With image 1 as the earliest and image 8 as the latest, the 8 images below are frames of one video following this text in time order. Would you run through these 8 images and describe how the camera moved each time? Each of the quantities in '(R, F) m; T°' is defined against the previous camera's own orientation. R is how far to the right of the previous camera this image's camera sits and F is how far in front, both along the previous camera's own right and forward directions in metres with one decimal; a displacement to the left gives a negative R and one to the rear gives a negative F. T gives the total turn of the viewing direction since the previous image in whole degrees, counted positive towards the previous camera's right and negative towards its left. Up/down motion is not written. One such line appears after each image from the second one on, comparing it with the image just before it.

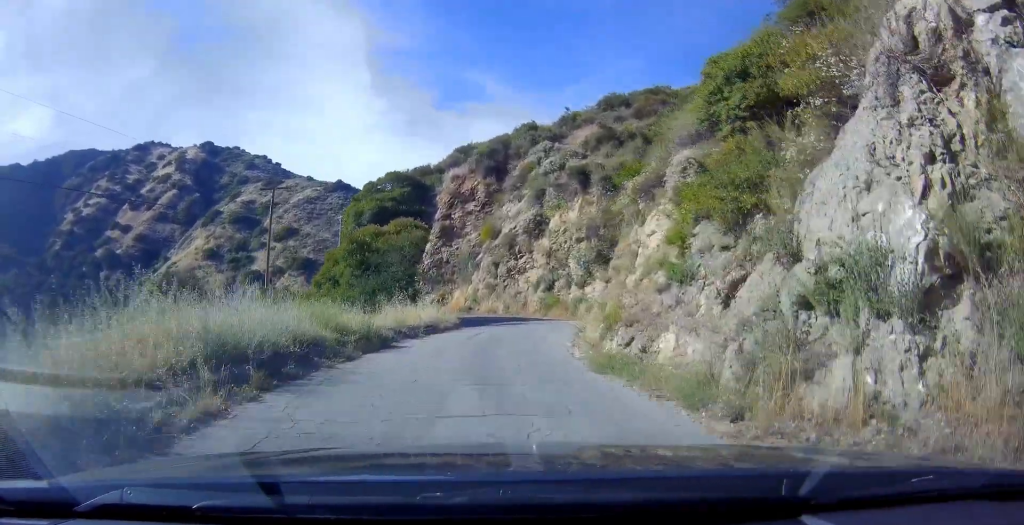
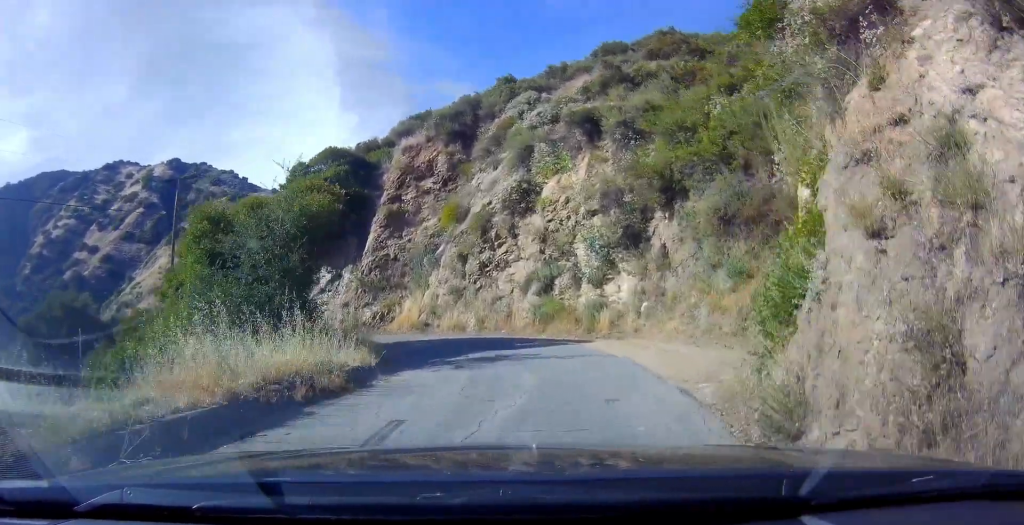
(+0.4, +11.8) m; +3°
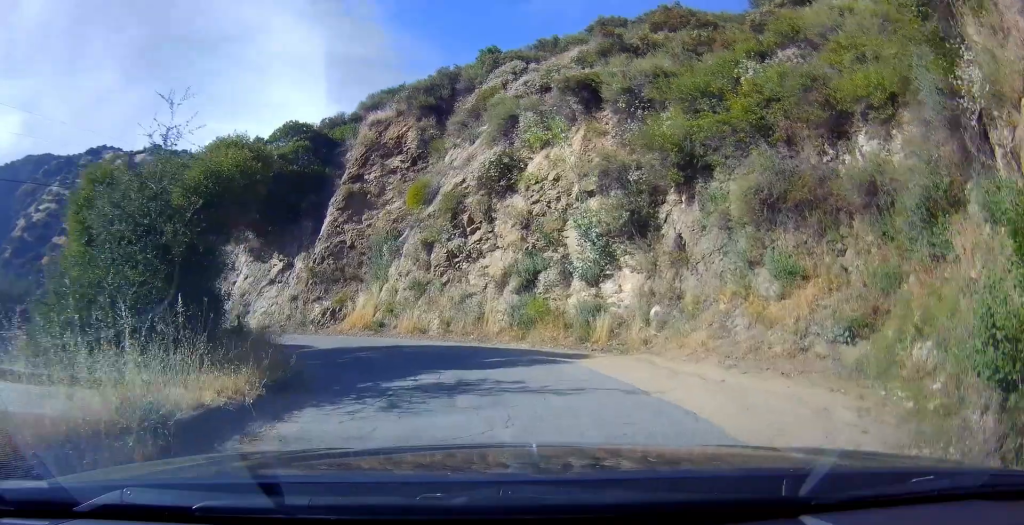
(0.0, +2.6) m; -2°
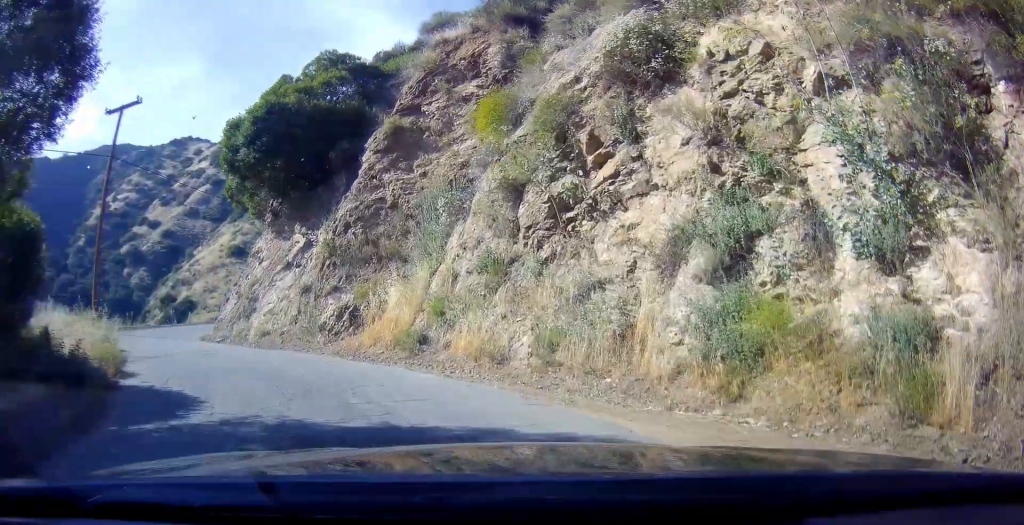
(-0.4, +9.5) m; -10°
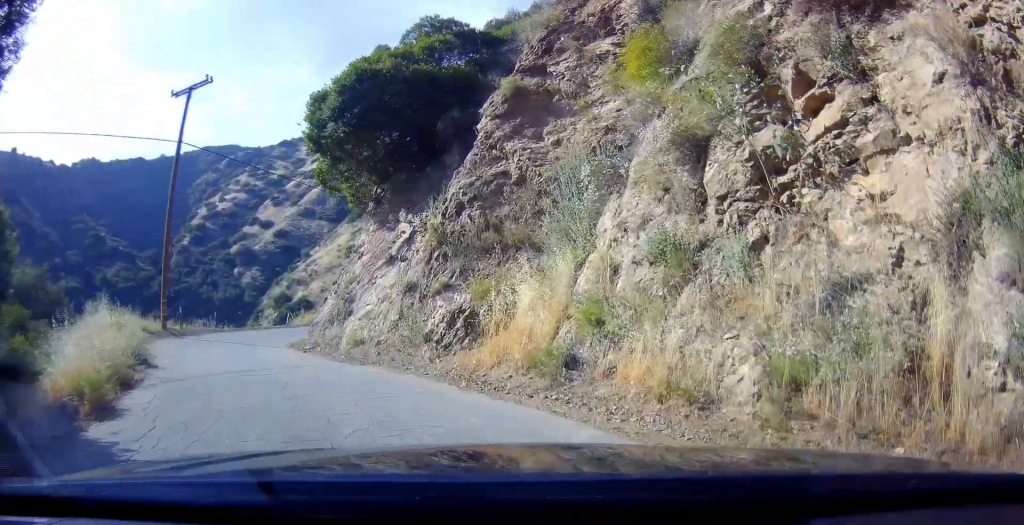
(-0.2, +4.5) m; -5°
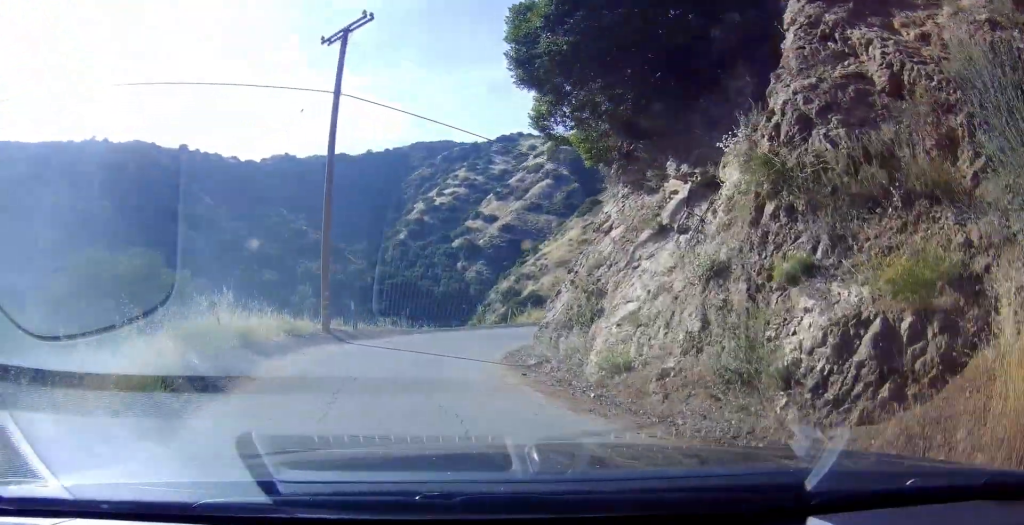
(-1.0, +10.1) m; -7°
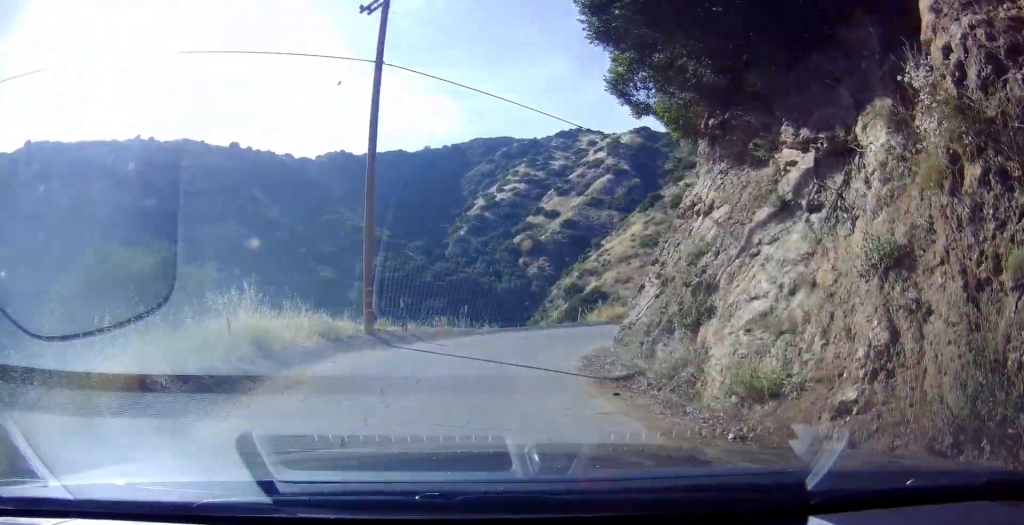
(+0.1, +4.4) m; -4°
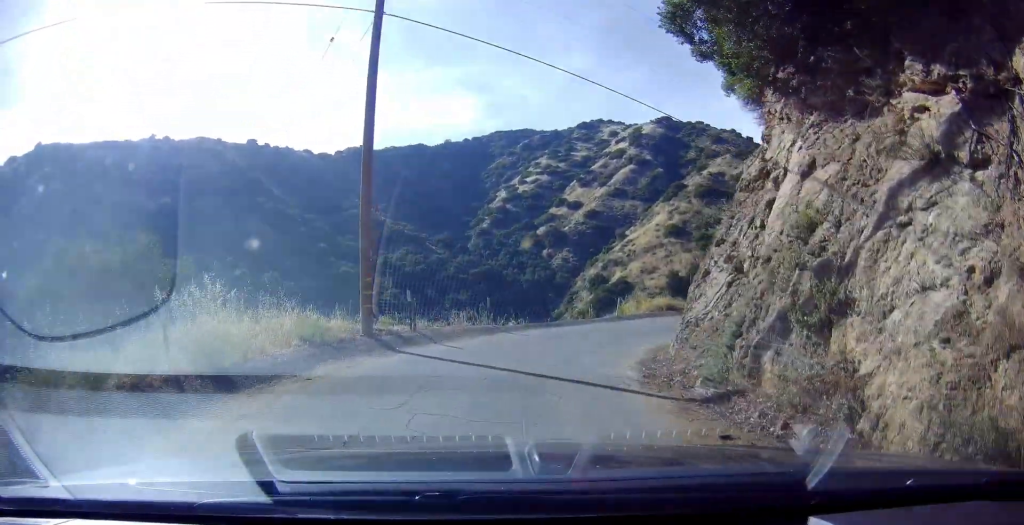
(+0.2, +4.6) m; -5°
